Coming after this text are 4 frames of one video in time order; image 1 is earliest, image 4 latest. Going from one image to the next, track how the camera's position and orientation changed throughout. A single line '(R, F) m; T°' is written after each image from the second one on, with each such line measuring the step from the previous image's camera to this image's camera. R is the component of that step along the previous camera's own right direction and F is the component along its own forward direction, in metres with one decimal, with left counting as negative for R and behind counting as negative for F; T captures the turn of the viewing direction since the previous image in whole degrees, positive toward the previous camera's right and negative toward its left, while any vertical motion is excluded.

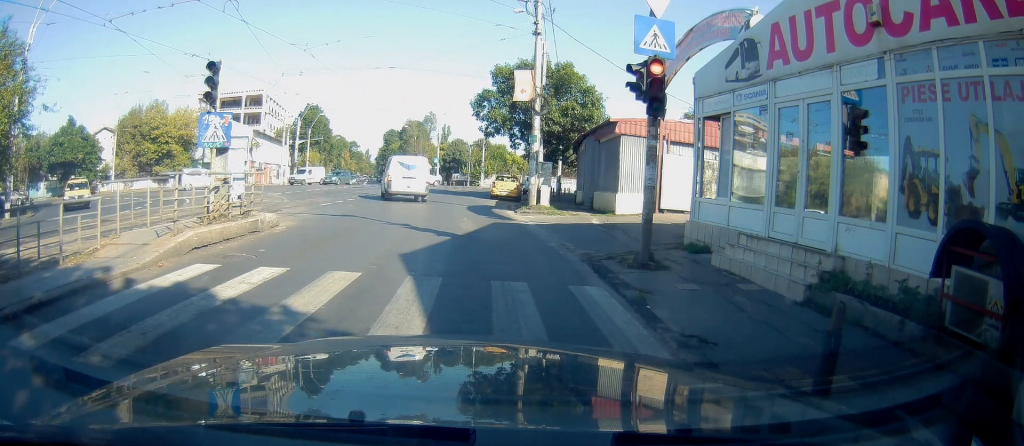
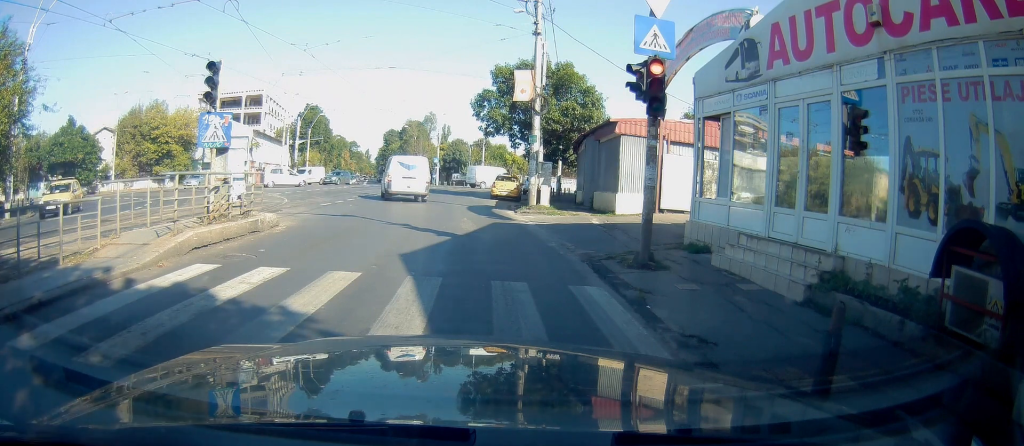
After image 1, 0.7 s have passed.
(0.0, 0.0) m; 0°
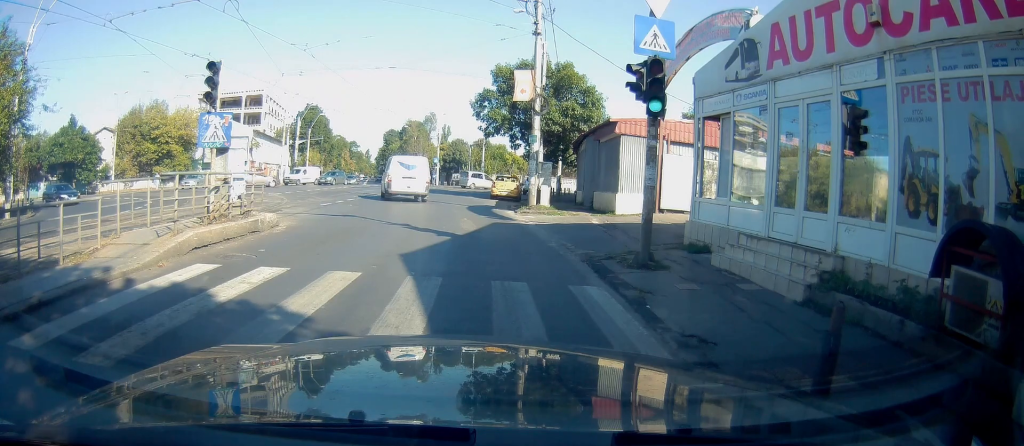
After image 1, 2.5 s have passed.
(0.0, 0.0) m; 0°
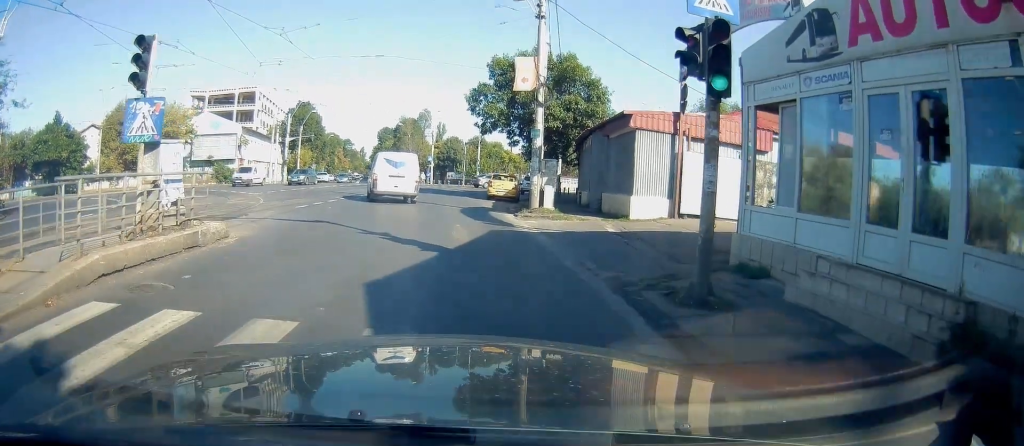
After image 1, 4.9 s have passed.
(-0.4, +0.9) m; +1°
